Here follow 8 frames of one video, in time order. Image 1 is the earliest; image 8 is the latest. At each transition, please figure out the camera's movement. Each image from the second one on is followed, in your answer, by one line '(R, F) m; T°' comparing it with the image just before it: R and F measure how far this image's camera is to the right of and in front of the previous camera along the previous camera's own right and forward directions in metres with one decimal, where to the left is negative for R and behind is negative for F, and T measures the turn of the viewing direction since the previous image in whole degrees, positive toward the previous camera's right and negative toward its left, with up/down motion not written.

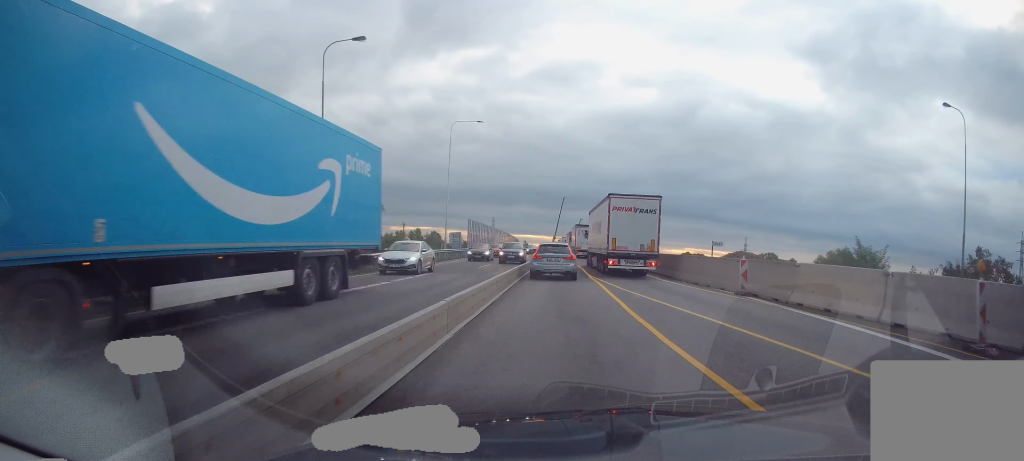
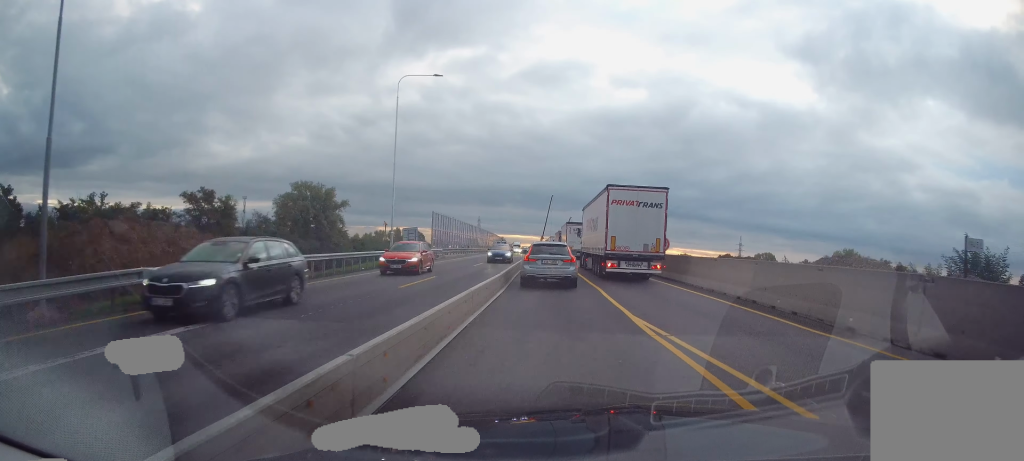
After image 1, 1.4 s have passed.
(-0.2, +15.7) m; +1°
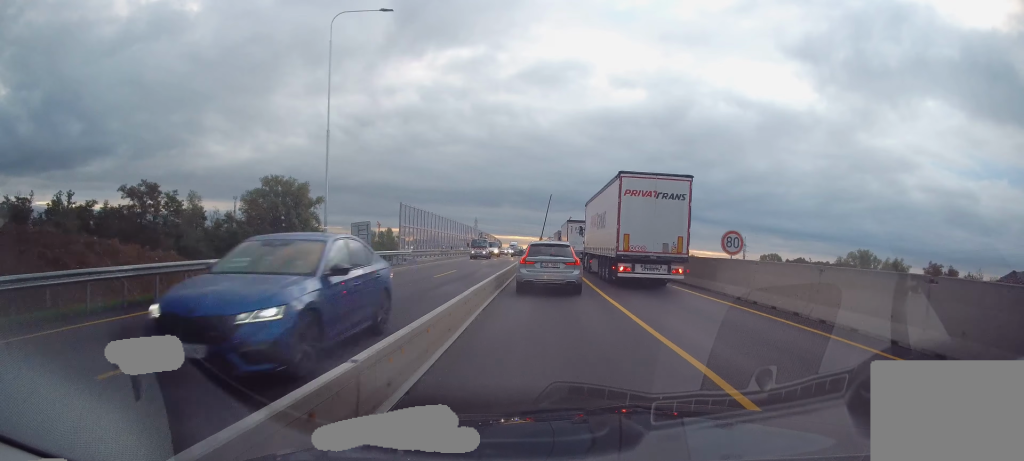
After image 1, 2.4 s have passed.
(+0.5, +11.7) m; +2°
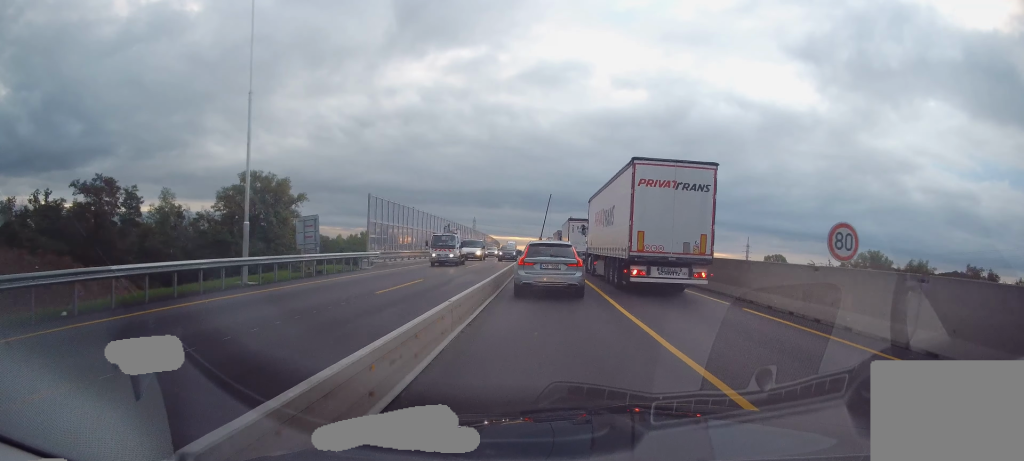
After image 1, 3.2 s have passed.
(+0.1, +7.9) m; -1°
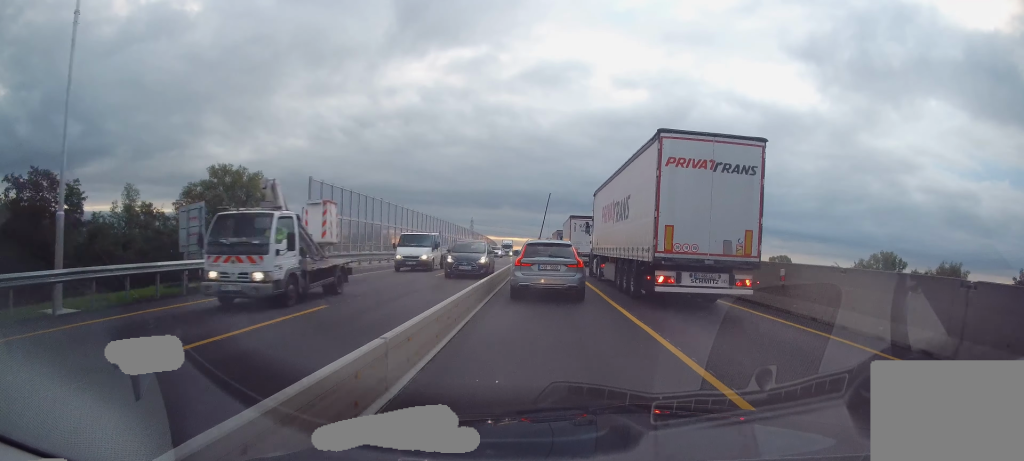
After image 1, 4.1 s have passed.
(-0.4, +8.8) m; 0°
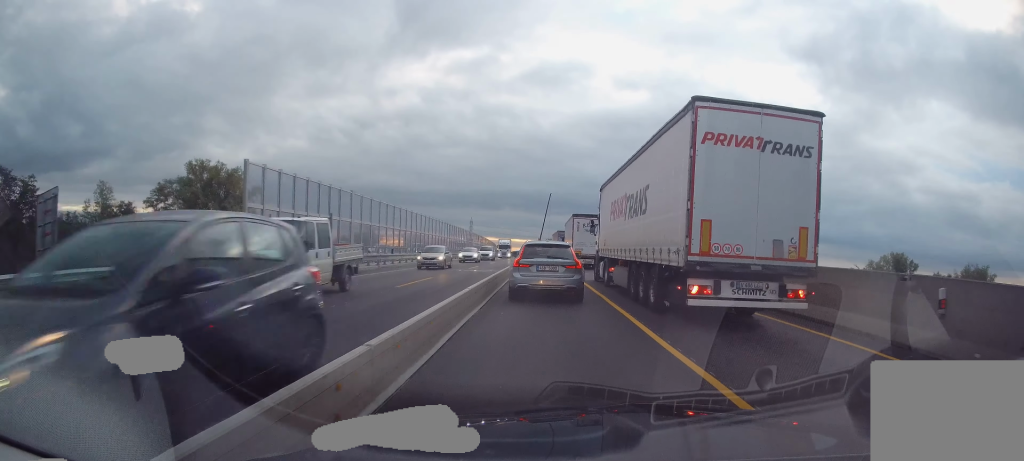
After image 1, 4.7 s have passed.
(+0.3, +6.2) m; 0°
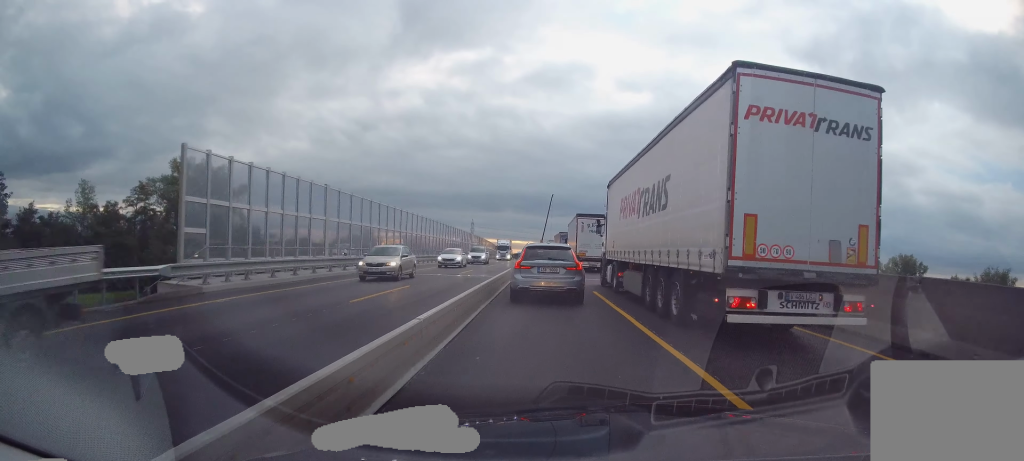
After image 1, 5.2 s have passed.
(+0.2, +4.3) m; 0°
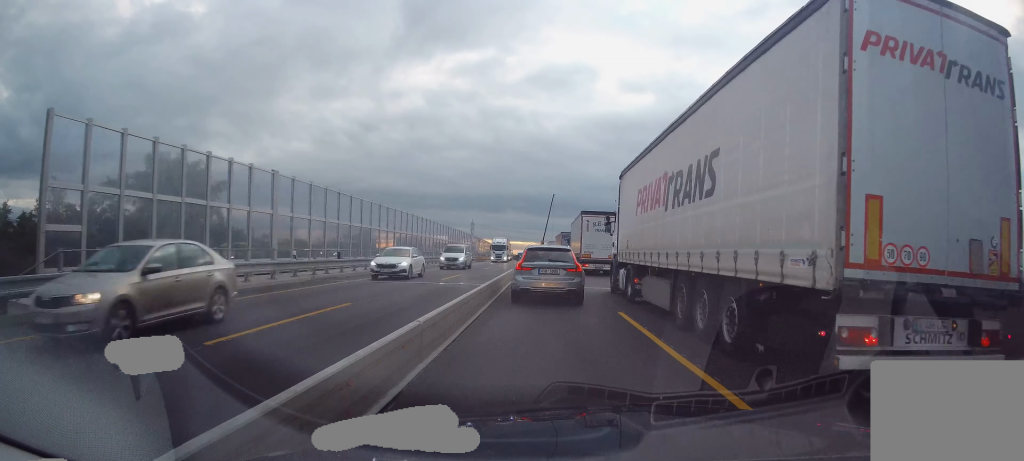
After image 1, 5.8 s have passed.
(-0.3, +6.0) m; -1°
